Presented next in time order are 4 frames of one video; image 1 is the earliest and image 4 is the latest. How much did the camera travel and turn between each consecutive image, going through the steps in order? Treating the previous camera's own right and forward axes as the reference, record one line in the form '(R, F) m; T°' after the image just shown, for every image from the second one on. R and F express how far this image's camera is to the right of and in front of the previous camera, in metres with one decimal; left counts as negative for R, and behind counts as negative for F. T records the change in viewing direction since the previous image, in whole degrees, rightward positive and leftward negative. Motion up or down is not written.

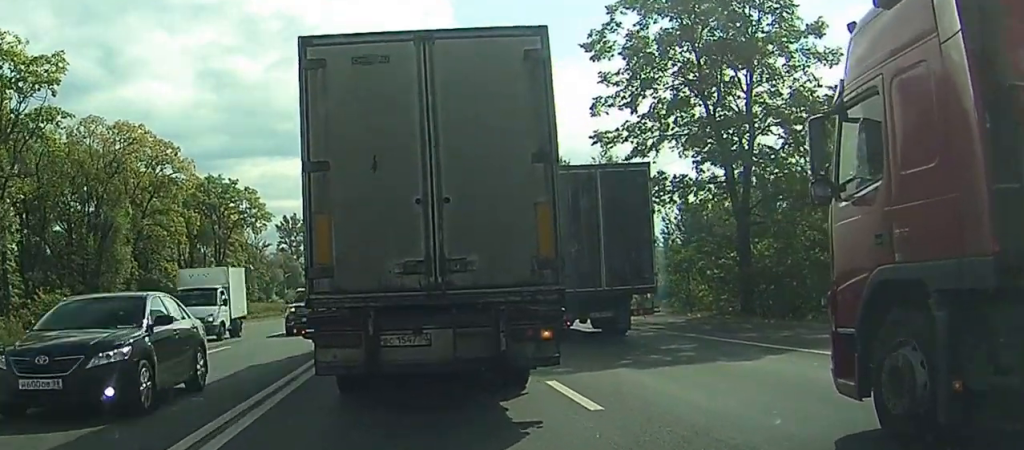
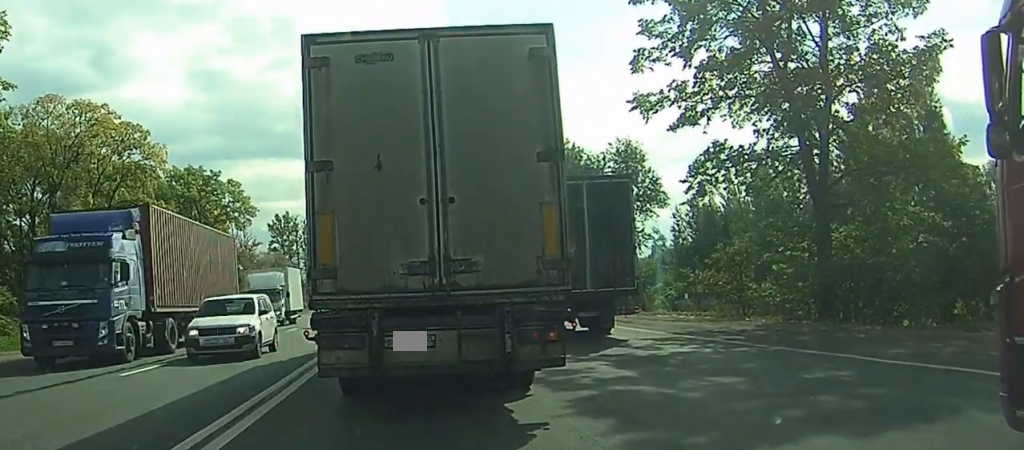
(+1.1, +10.3) m; +2°
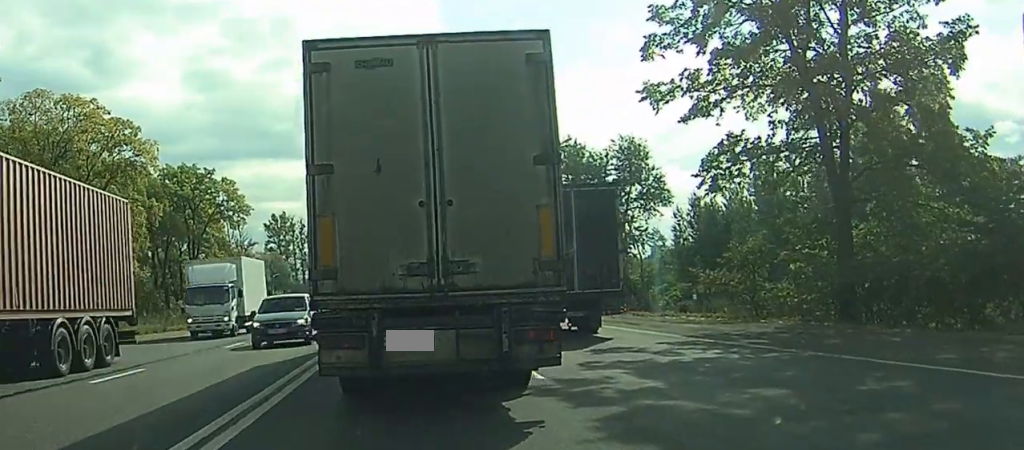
(0.0, +1.7) m; +1°
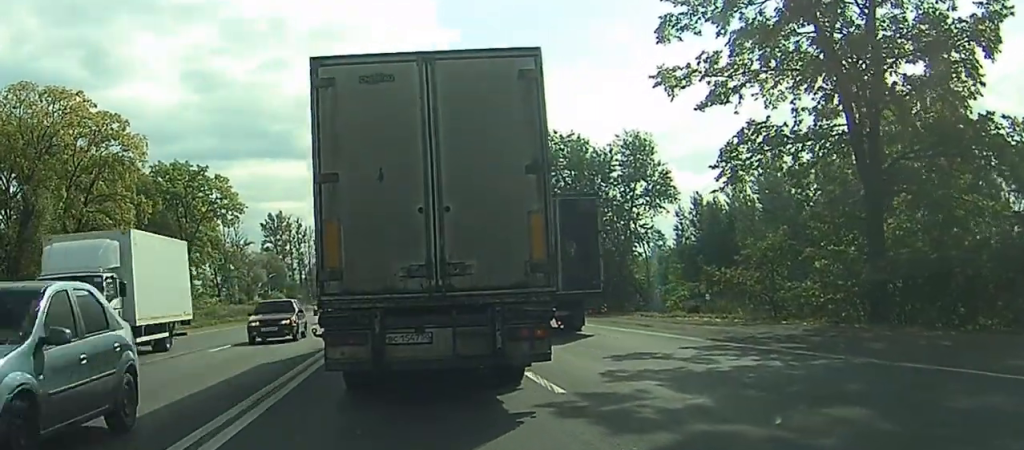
(0.0, +2.1) m; +2°
